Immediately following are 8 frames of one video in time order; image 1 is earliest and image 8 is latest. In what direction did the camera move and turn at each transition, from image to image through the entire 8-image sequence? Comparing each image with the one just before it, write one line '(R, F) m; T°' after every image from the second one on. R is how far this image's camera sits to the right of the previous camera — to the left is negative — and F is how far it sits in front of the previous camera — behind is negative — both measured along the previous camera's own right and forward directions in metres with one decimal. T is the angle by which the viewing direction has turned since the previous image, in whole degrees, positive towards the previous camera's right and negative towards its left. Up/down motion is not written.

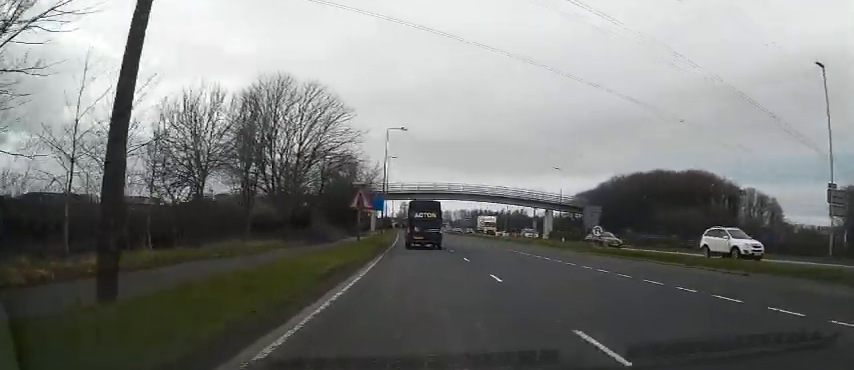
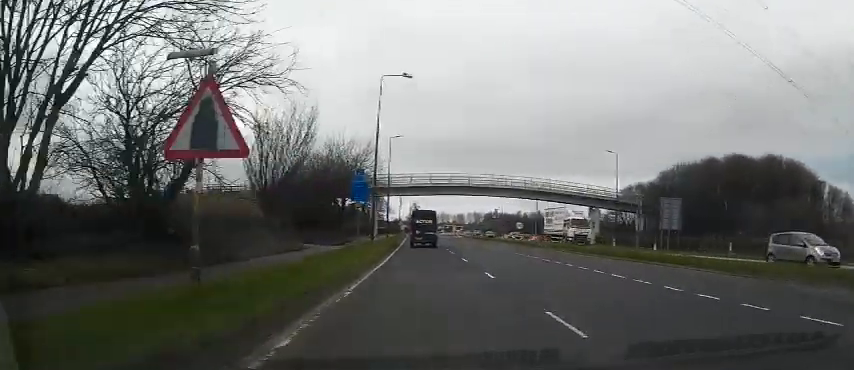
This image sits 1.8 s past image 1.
(-0.7, +21.9) m; -3°
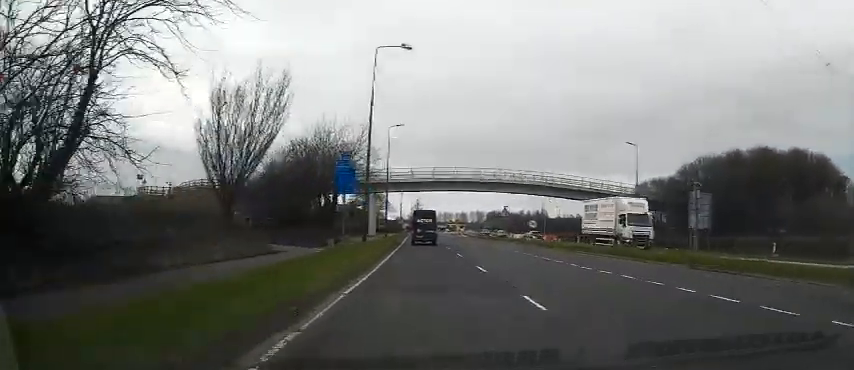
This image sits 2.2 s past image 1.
(-0.2, +5.7) m; 0°
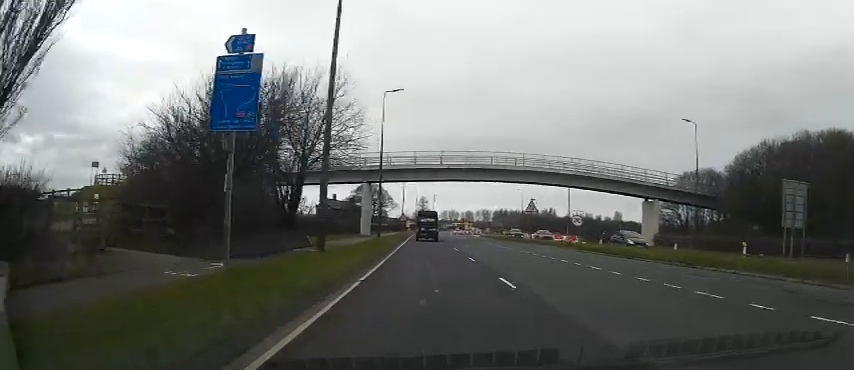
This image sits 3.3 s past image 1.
(+0.3, +13.6) m; 0°
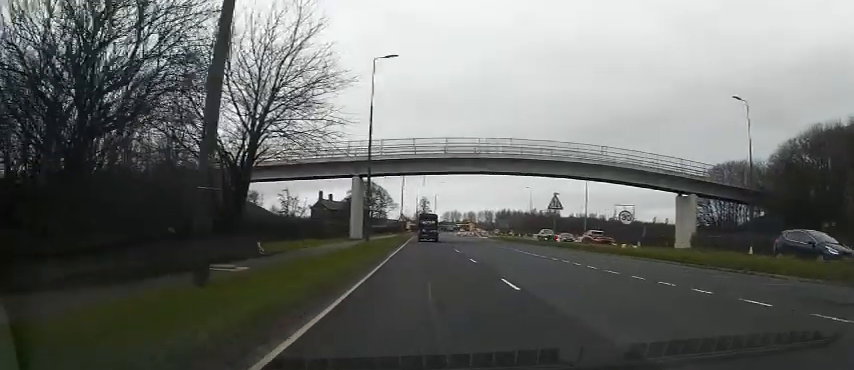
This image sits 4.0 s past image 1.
(-0.2, +9.5) m; 0°
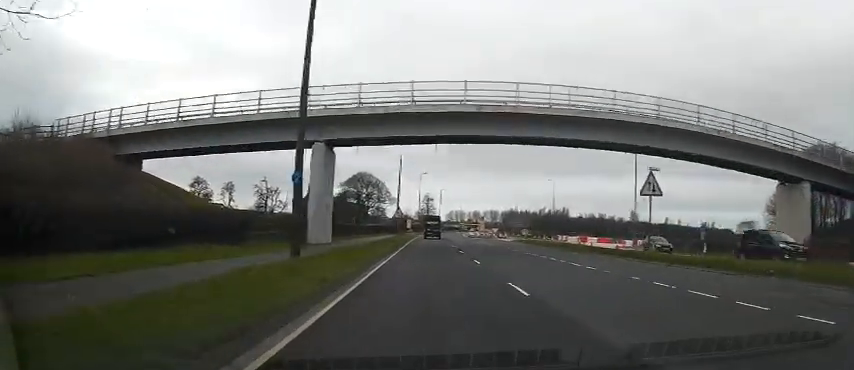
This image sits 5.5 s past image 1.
(+0.1, +18.7) m; 0°
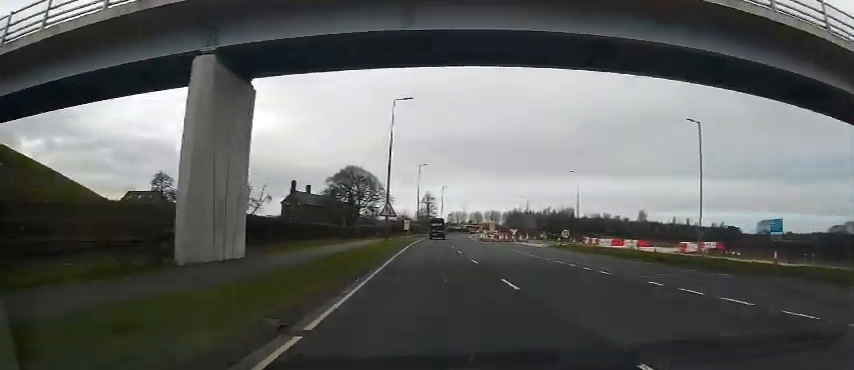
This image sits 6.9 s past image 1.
(-0.2, +16.2) m; 0°
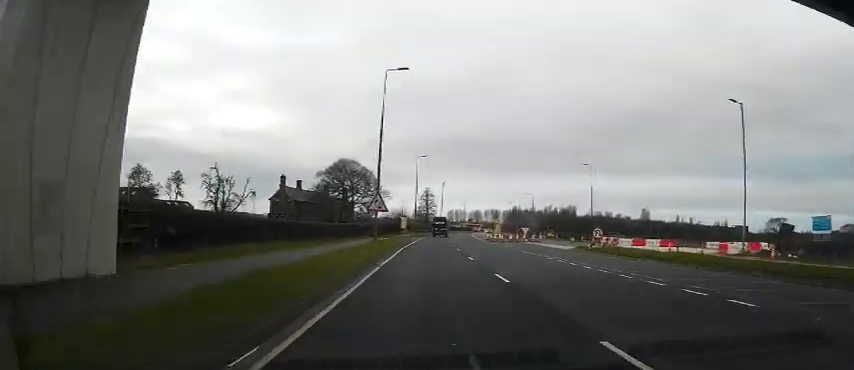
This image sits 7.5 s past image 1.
(+0.2, +7.5) m; 0°
